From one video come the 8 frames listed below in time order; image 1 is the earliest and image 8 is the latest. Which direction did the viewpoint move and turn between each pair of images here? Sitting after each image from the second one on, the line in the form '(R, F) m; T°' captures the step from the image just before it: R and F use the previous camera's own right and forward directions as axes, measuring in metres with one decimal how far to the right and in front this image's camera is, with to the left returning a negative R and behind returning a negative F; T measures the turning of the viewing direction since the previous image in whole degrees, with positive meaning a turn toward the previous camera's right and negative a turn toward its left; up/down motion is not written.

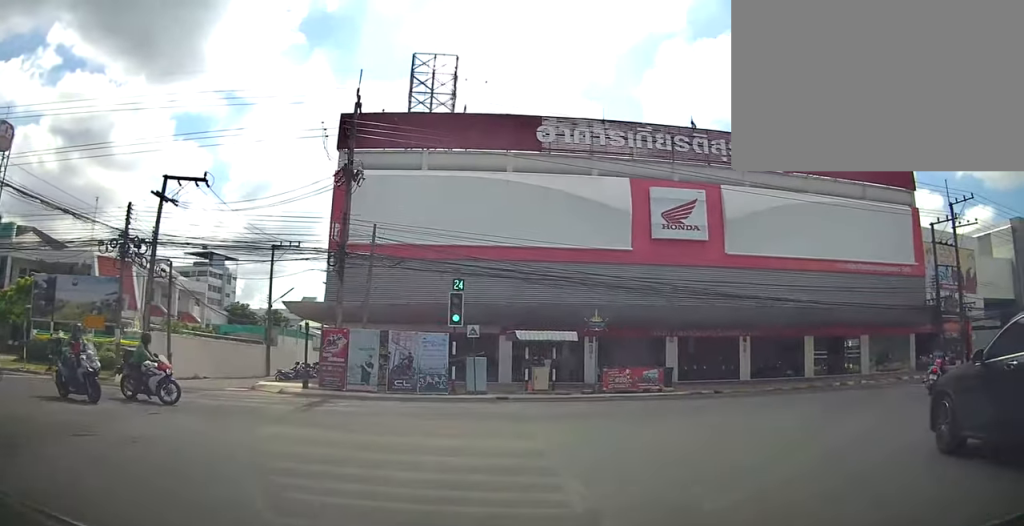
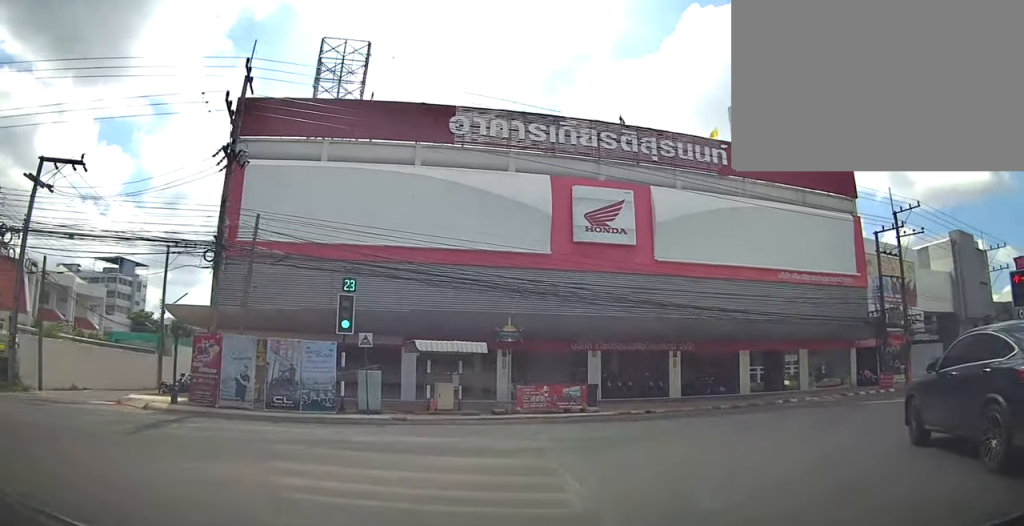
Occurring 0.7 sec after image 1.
(-0.1, +2.8) m; +5°
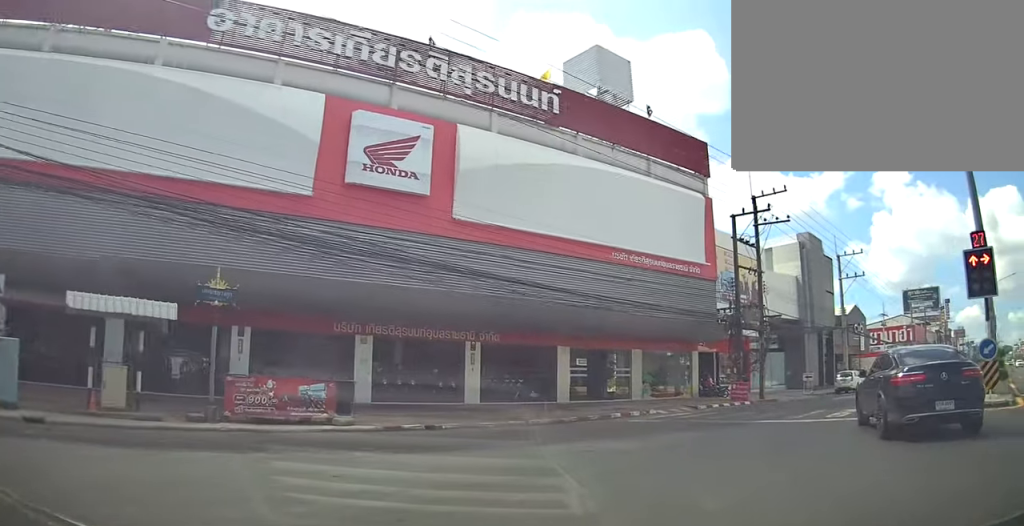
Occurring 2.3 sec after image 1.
(+1.4, +6.1) m; +17°
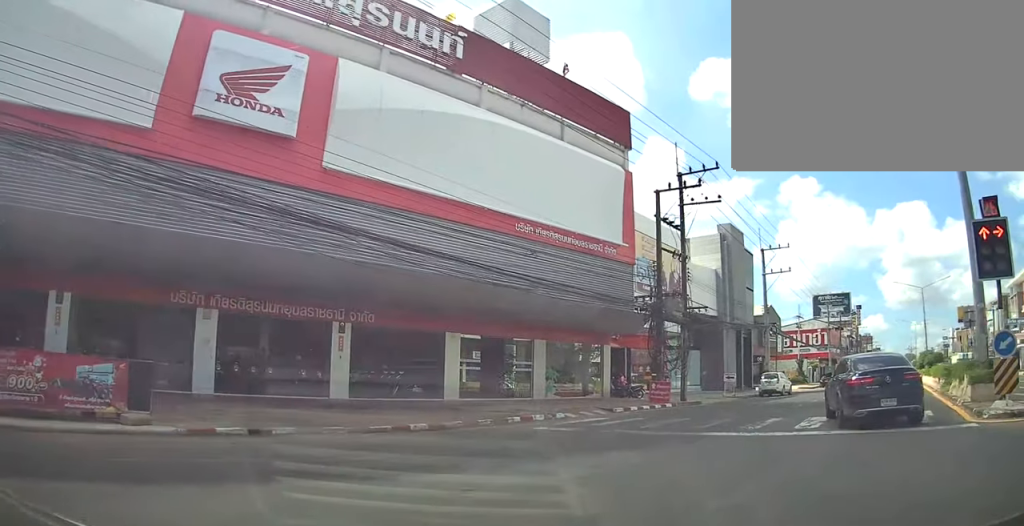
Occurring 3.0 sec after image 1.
(+0.1, +3.3) m; +1°
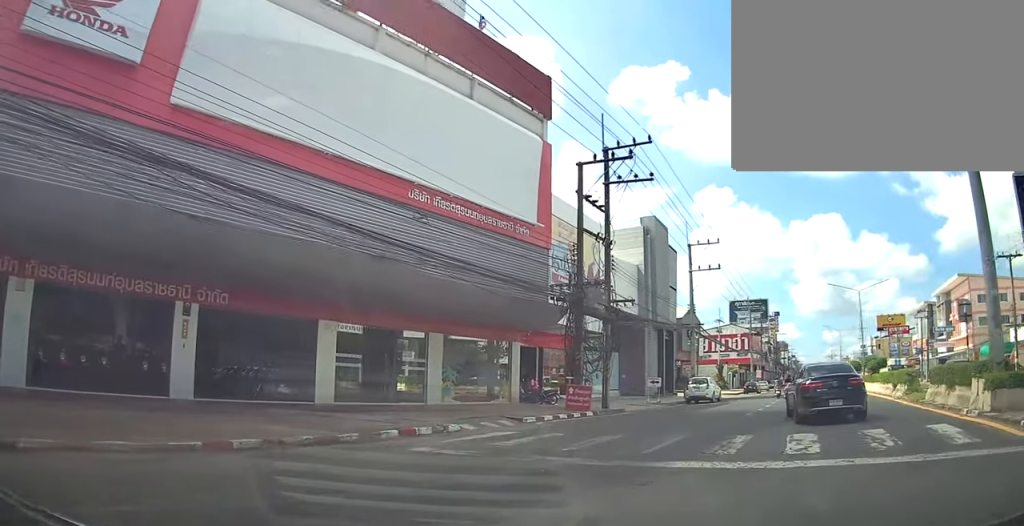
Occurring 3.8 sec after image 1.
(-0.2, +3.2) m; 0°
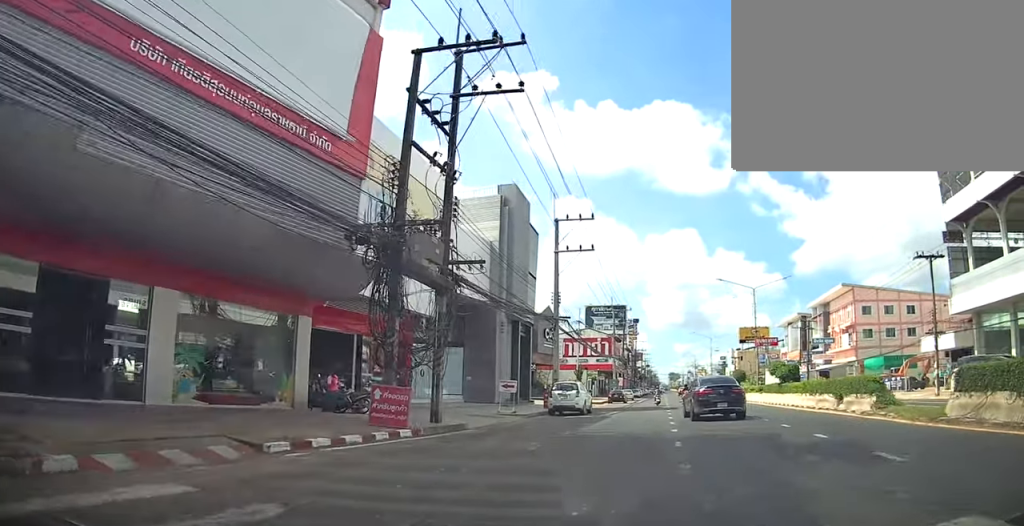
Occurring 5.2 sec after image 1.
(+0.6, +7.6) m; +7°
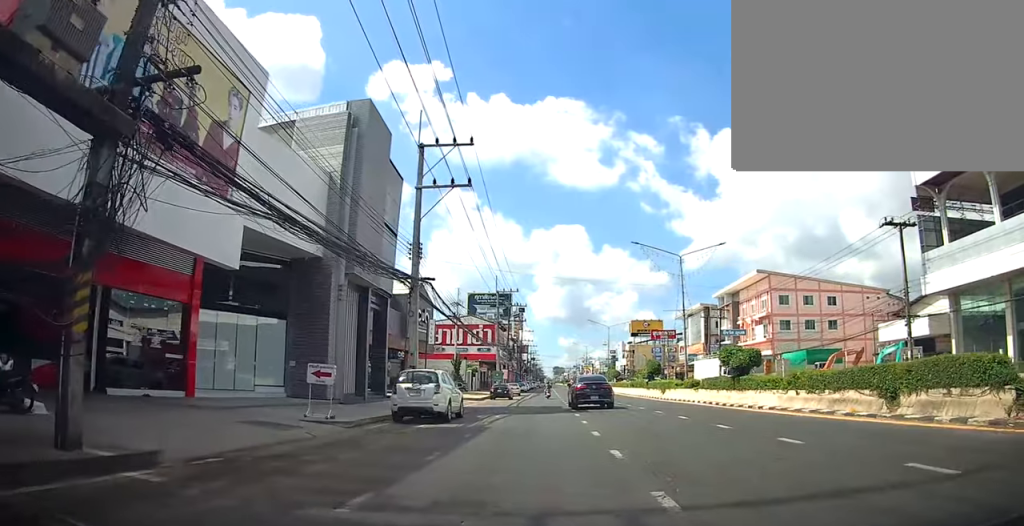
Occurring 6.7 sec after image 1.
(+0.4, +10.1) m; +7°
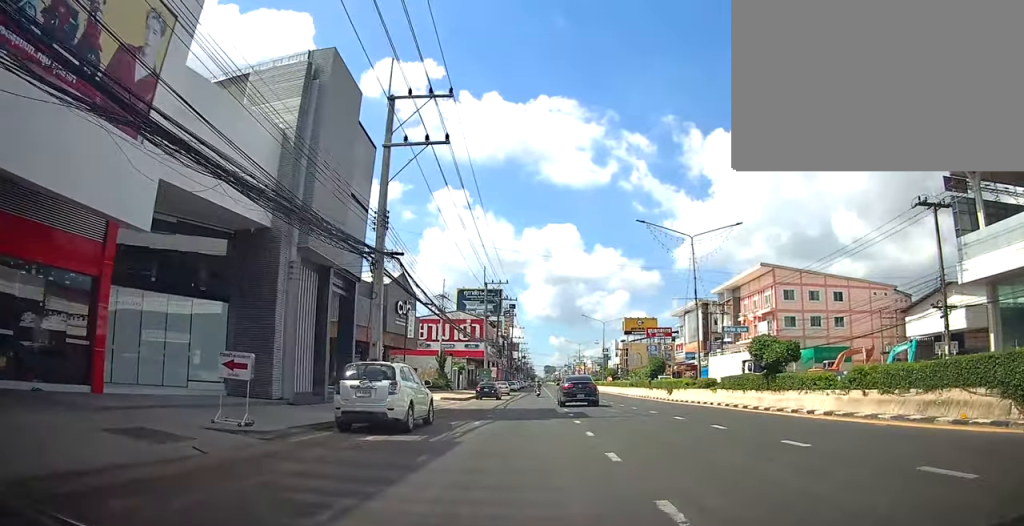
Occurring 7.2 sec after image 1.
(+0.2, +4.2) m; +2°
